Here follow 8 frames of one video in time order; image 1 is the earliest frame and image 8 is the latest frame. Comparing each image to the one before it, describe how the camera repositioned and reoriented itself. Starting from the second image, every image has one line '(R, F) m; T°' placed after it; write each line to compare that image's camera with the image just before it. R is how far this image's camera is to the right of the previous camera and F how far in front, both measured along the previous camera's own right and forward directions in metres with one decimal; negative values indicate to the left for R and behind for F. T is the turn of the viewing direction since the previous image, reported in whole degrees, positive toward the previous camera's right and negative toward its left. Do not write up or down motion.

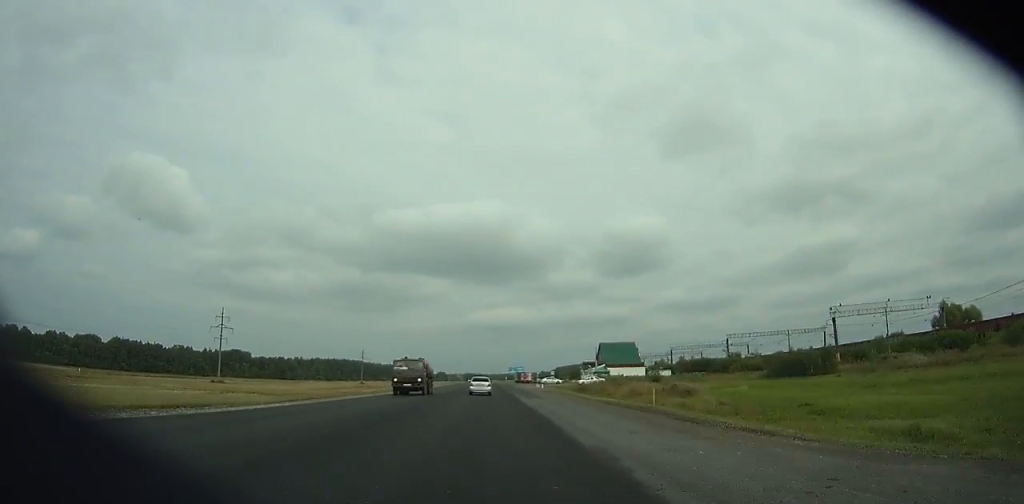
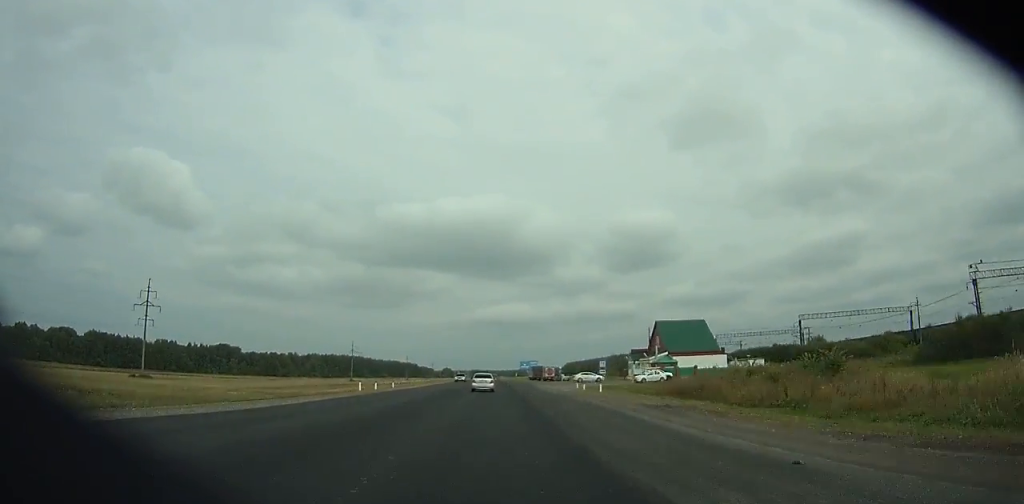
(0.0, +42.5) m; 0°
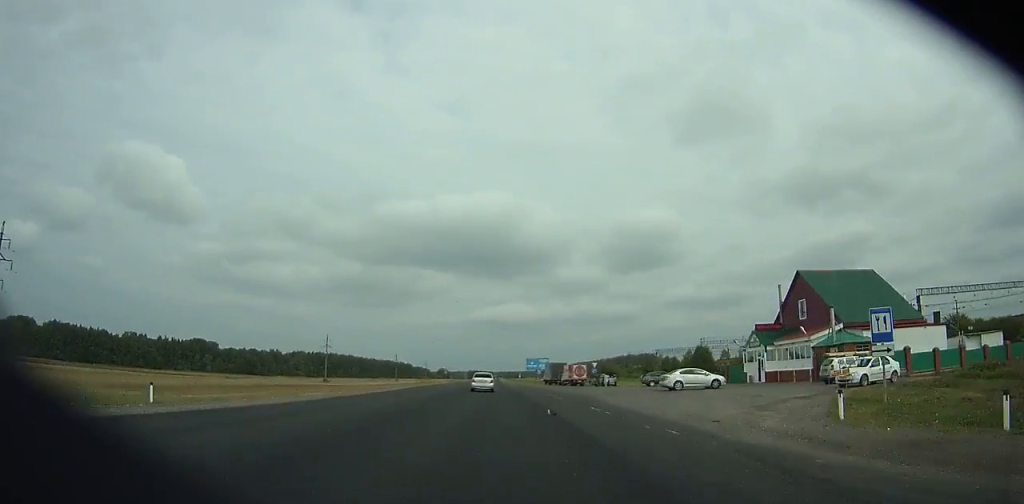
(-0.1, +44.9) m; 0°
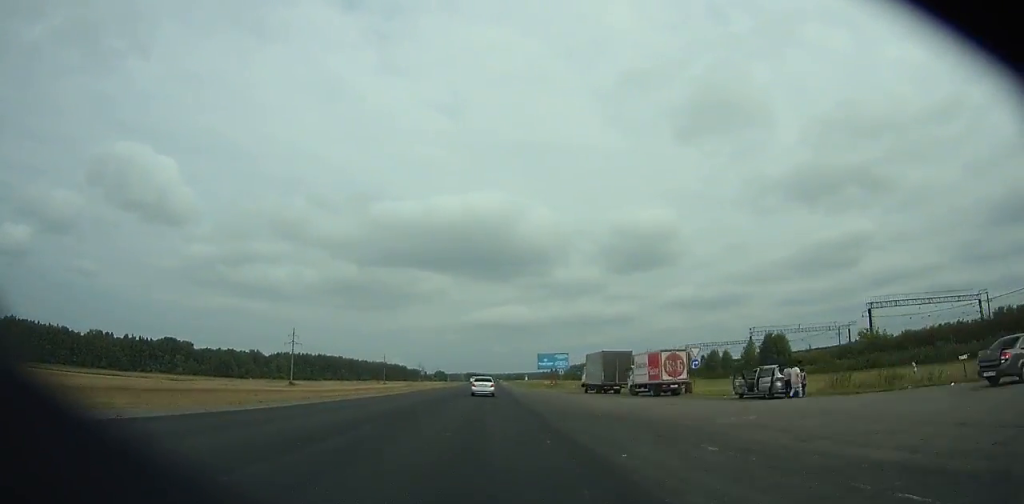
(-0.2, +44.9) m; 0°
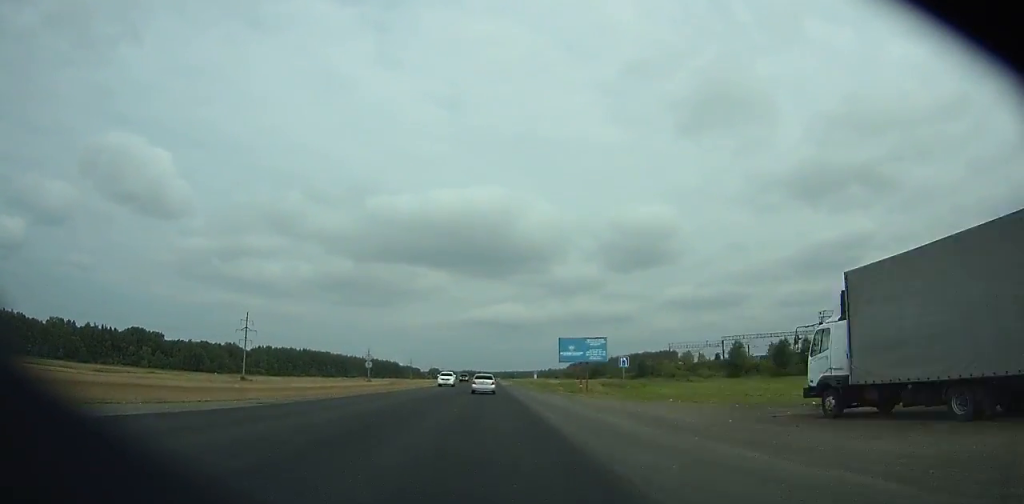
(+0.2, +40.2) m; 0°
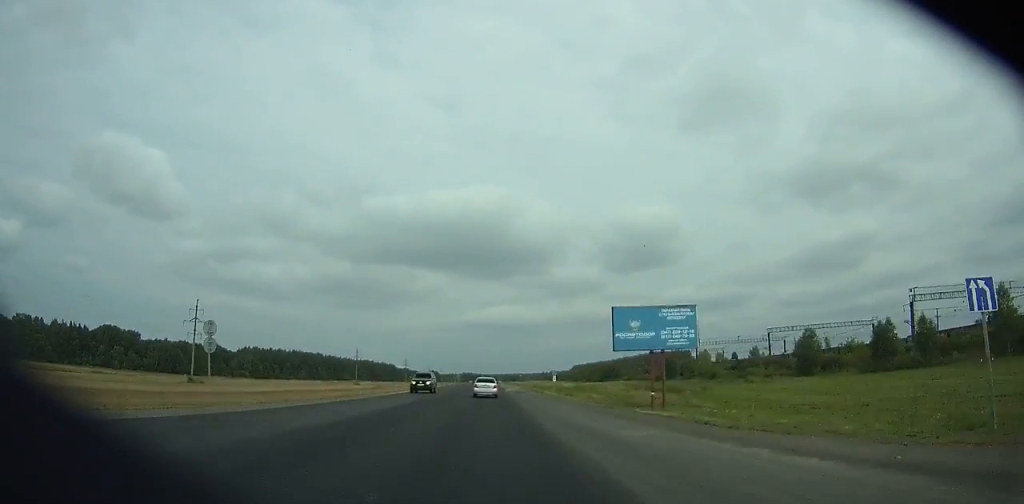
(+0.1, +33.1) m; 0°
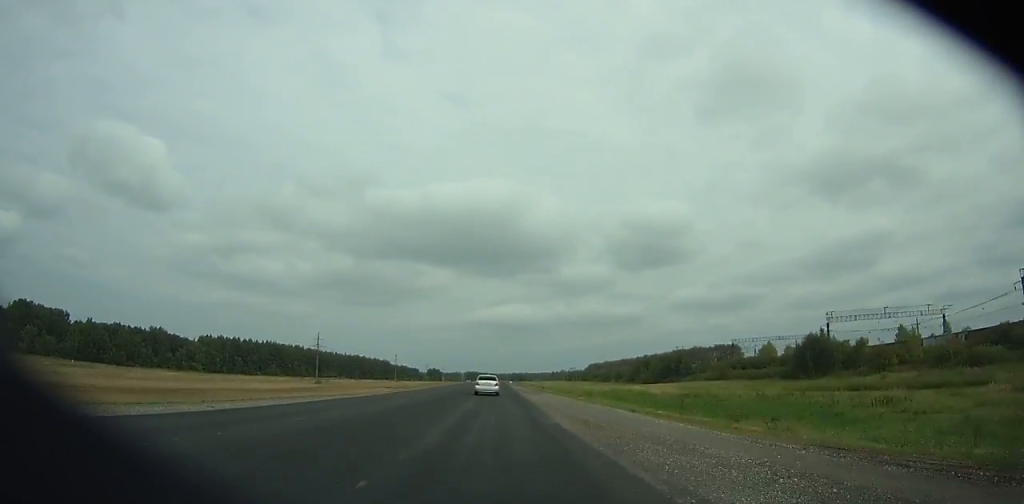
(-0.2, +87.2) m; 0°
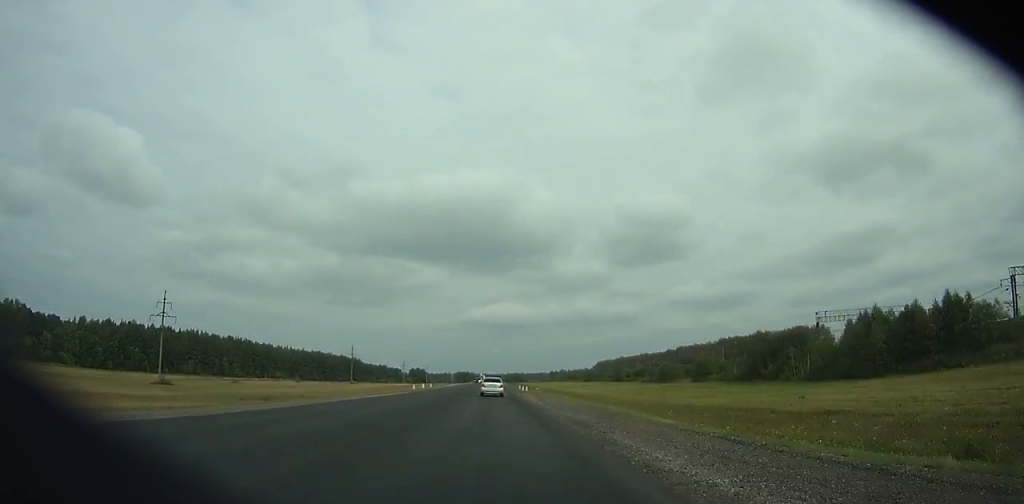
(+0.2, +118.2) m; 0°
